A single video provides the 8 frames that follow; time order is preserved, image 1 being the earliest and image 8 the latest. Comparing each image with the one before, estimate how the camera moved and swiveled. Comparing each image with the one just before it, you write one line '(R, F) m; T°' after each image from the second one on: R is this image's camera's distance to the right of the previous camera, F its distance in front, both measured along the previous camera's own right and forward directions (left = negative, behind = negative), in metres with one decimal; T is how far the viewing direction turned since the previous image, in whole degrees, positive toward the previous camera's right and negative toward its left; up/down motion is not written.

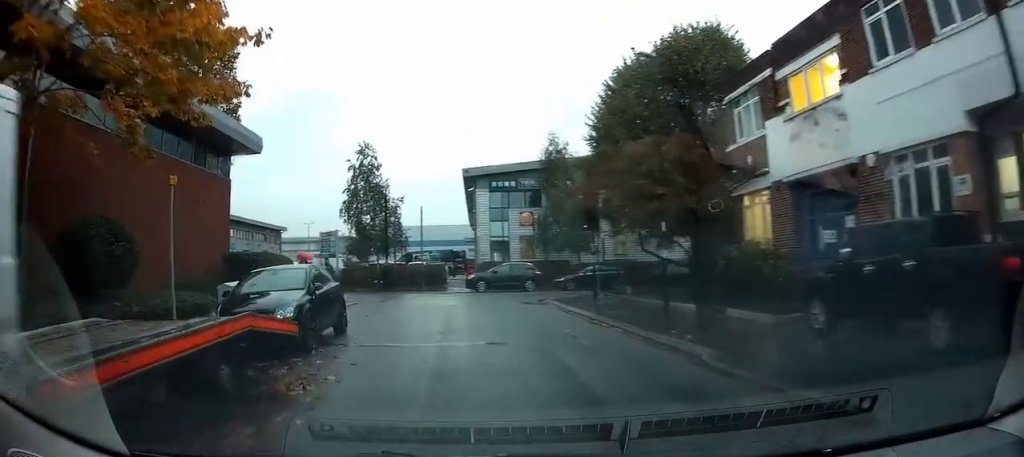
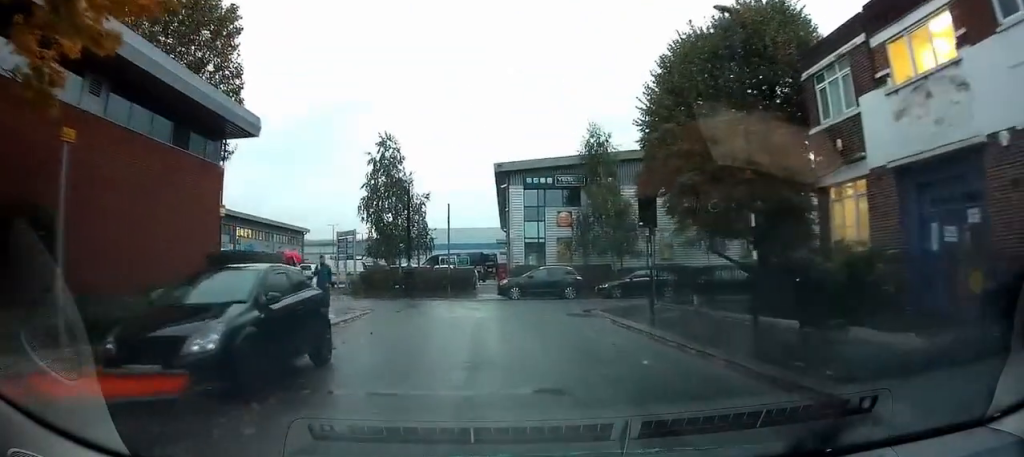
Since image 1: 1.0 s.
(-0.2, +3.2) m; -5°
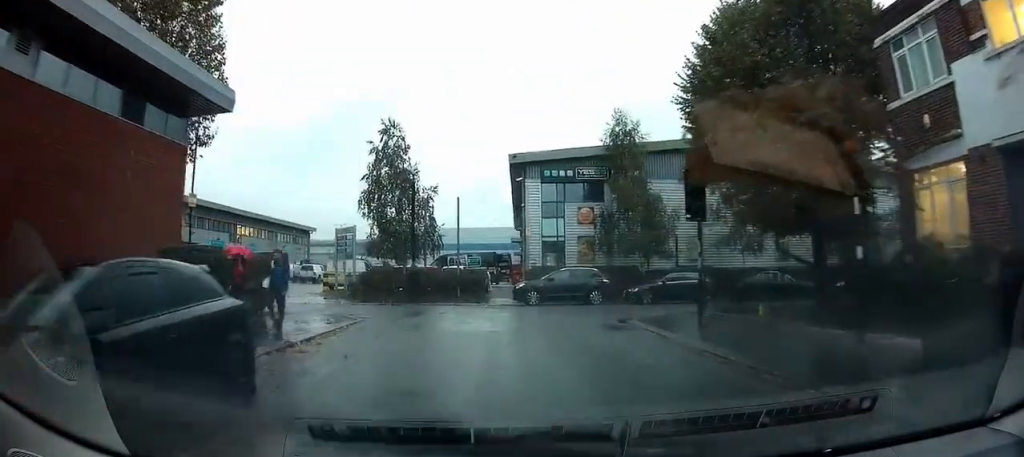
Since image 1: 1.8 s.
(-0.1, +3.2) m; 0°
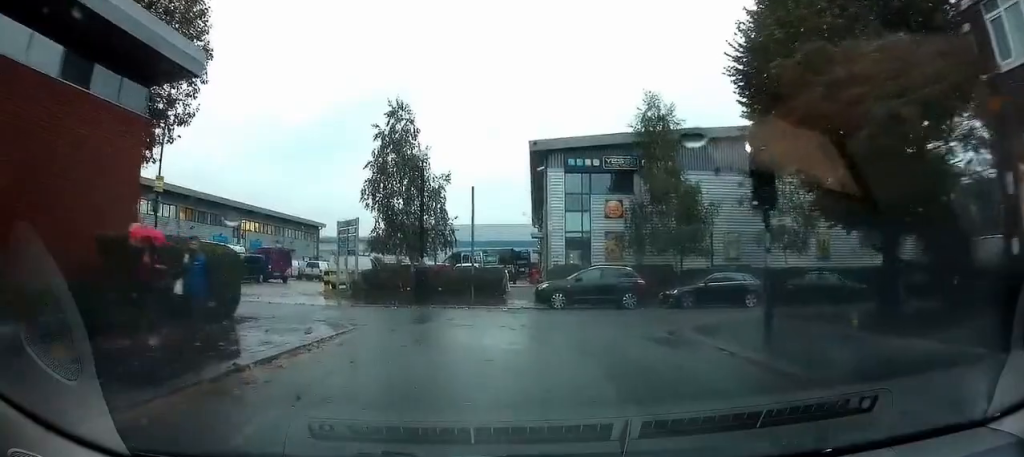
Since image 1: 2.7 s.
(+0.1, +3.3) m; +1°
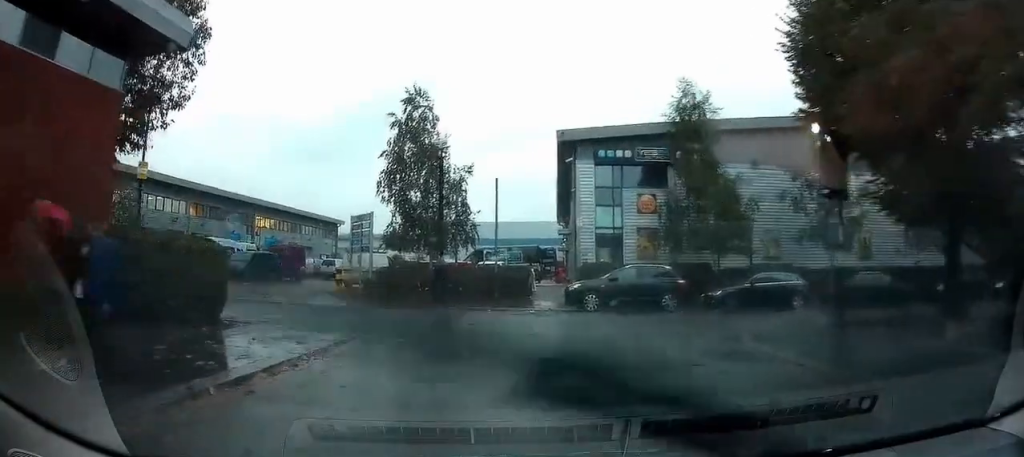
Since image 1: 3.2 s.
(0.0, +2.4) m; -2°
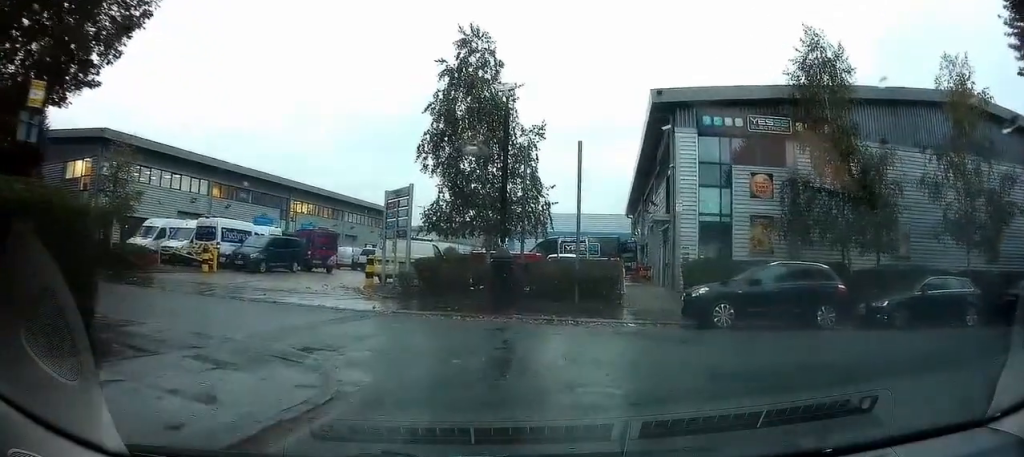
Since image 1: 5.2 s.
(-0.4, +7.8) m; -3°
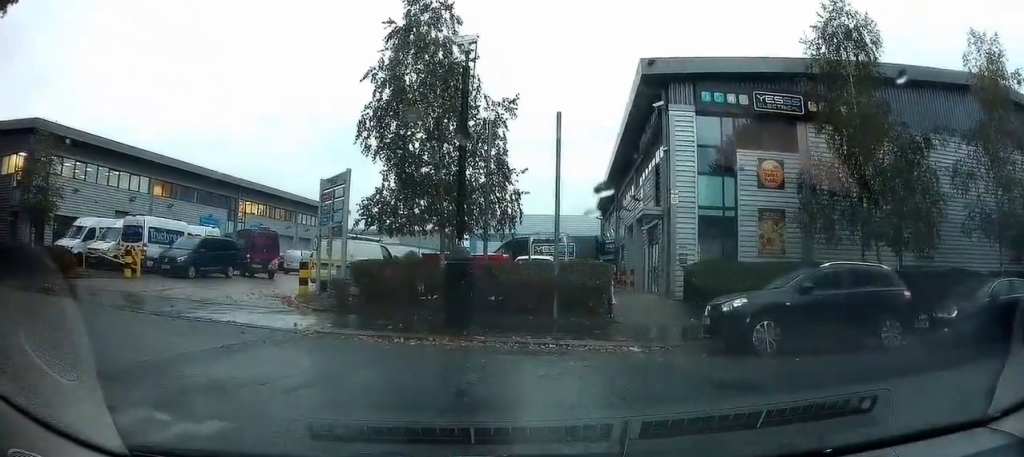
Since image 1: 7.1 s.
(+0.3, +6.0) m; +9°
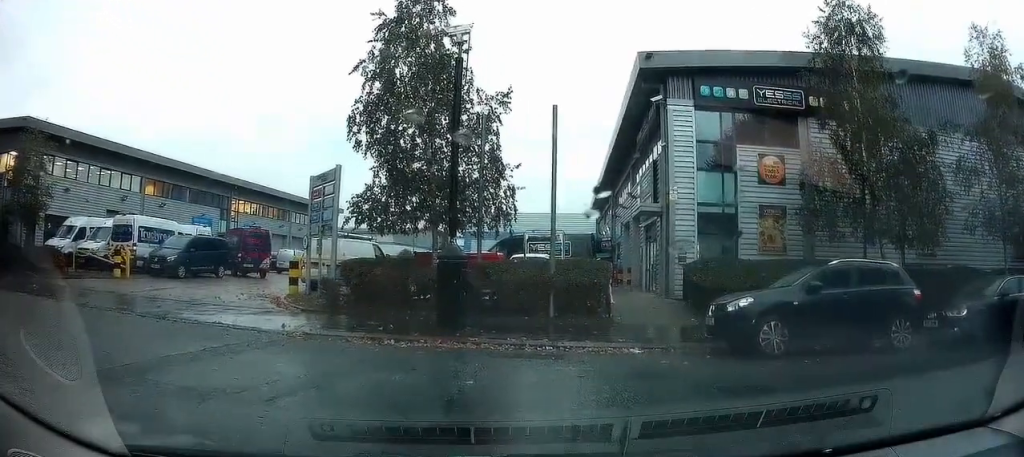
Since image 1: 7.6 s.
(+0.1, +1.3) m; +3°
